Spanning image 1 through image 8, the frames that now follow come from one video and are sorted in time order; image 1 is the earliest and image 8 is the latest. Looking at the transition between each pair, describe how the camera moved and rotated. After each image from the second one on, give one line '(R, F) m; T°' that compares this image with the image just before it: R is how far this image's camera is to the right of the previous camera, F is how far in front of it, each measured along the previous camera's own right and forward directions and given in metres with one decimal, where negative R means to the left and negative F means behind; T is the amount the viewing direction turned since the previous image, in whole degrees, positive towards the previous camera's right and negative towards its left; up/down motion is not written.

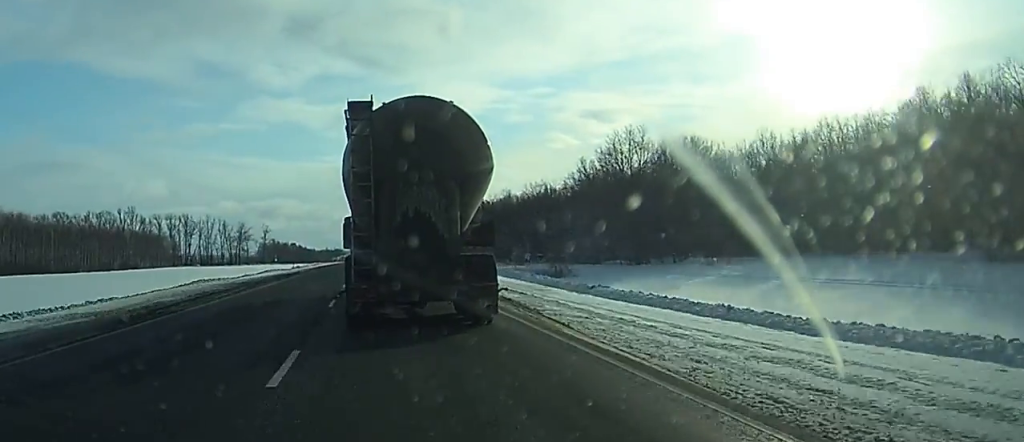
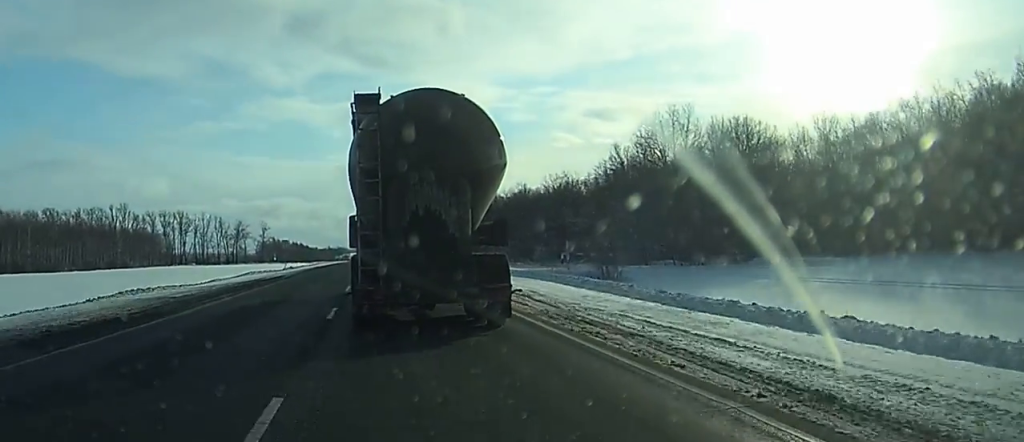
(+0.1, +15.9) m; 0°
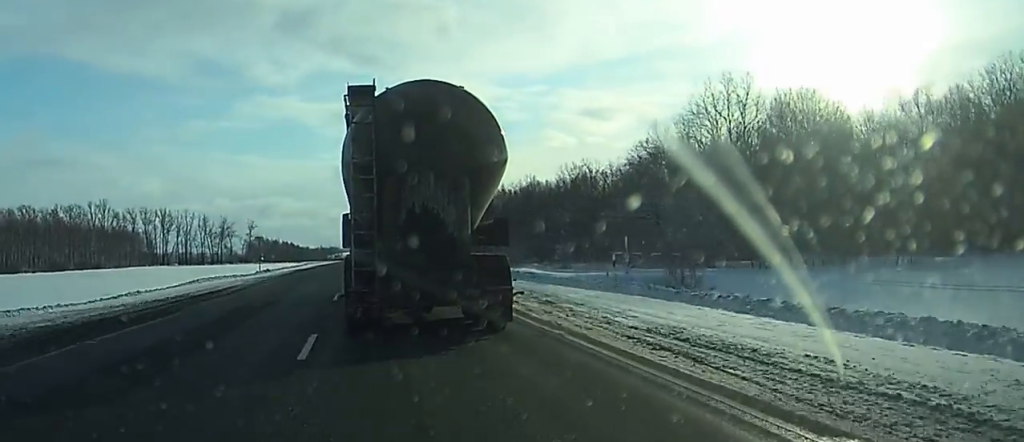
(0.0, +18.2) m; 0°
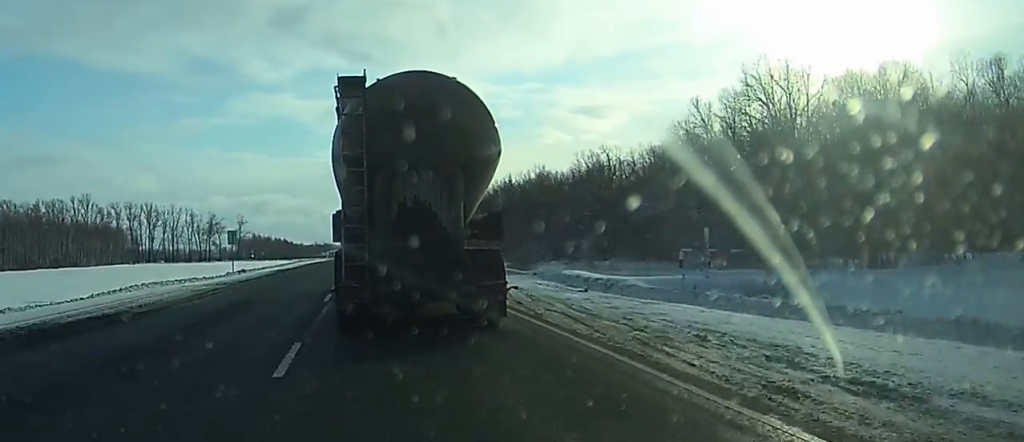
(0.0, +14.0) m; 0°
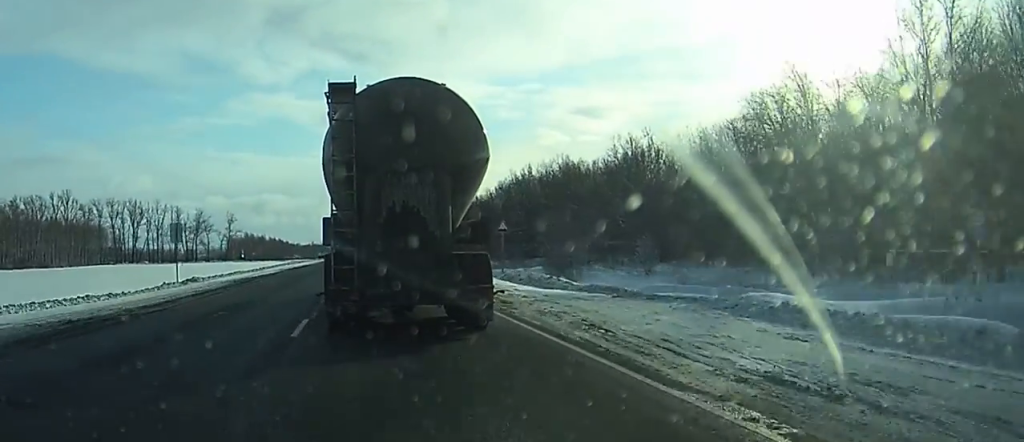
(0.0, +20.1) m; 0°
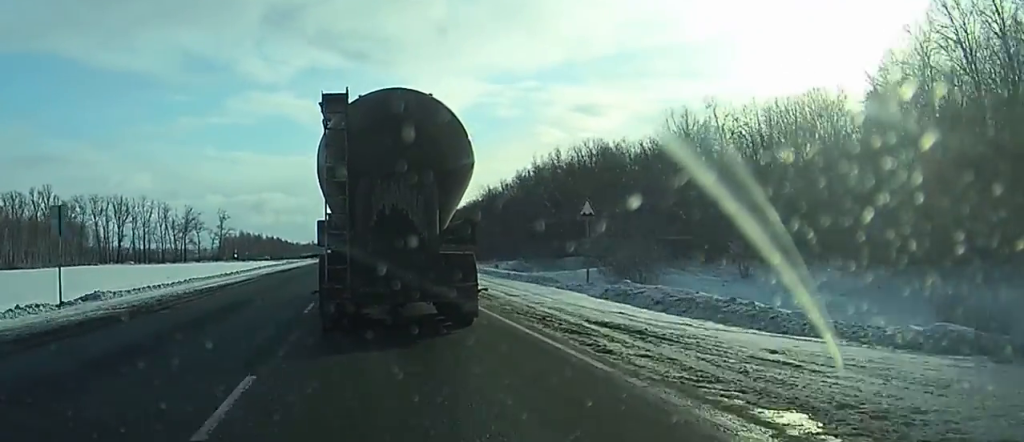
(0.0, +19.6) m; 0°
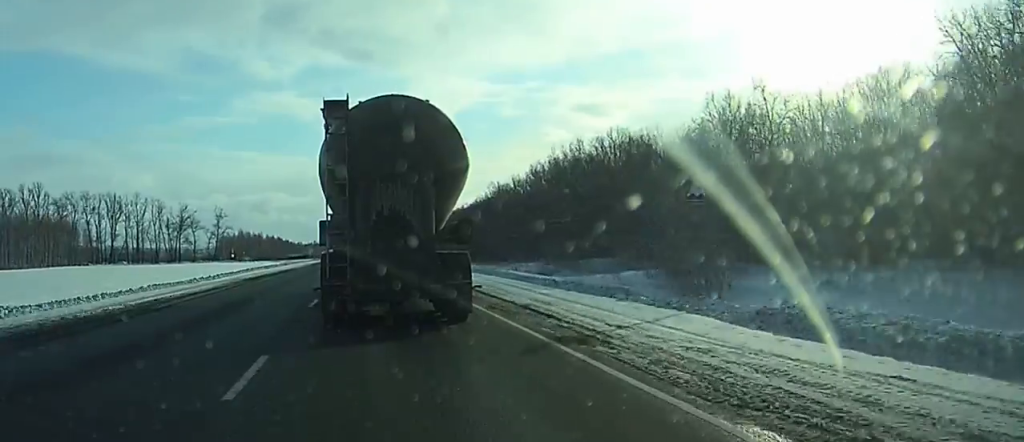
(0.0, +10.8) m; 0°
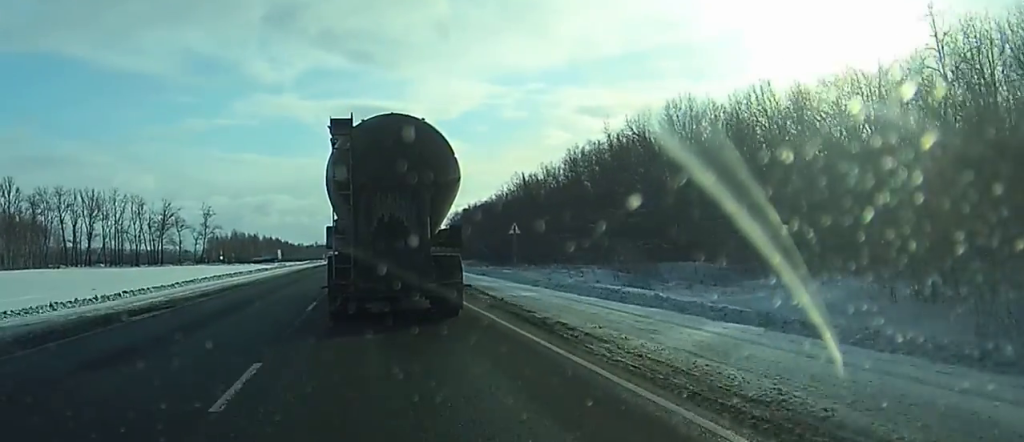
(0.0, +25.1) m; 0°
